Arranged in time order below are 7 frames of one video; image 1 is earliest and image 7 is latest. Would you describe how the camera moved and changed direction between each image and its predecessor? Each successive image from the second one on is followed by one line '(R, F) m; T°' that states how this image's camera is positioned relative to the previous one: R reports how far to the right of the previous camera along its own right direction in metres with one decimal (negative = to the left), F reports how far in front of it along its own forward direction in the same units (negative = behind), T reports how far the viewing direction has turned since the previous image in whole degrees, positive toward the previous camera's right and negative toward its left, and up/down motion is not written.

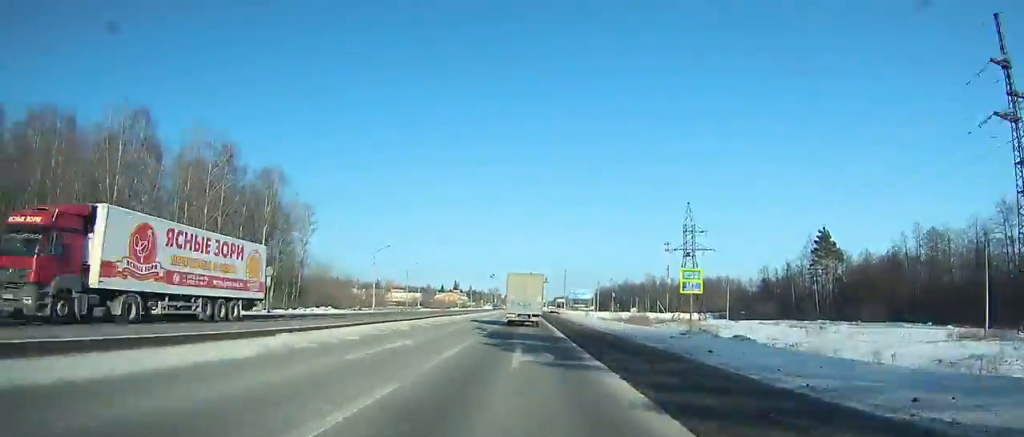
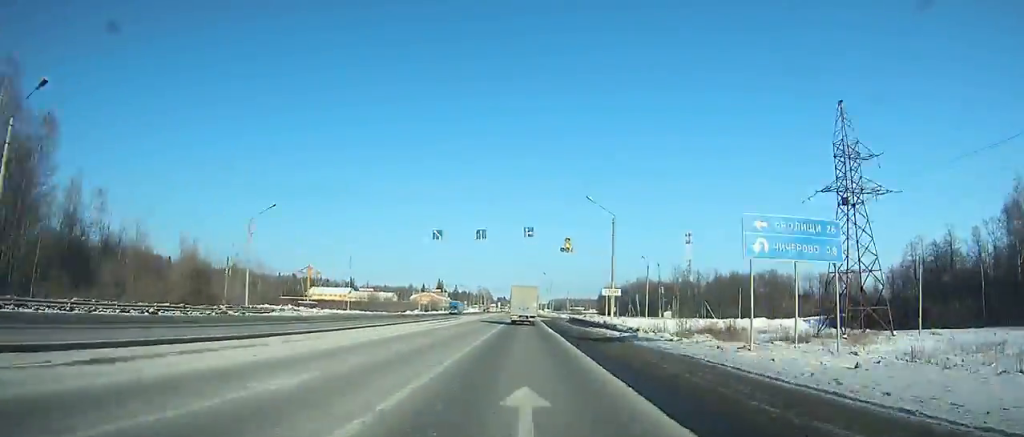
(+0.2, +69.3) m; 0°
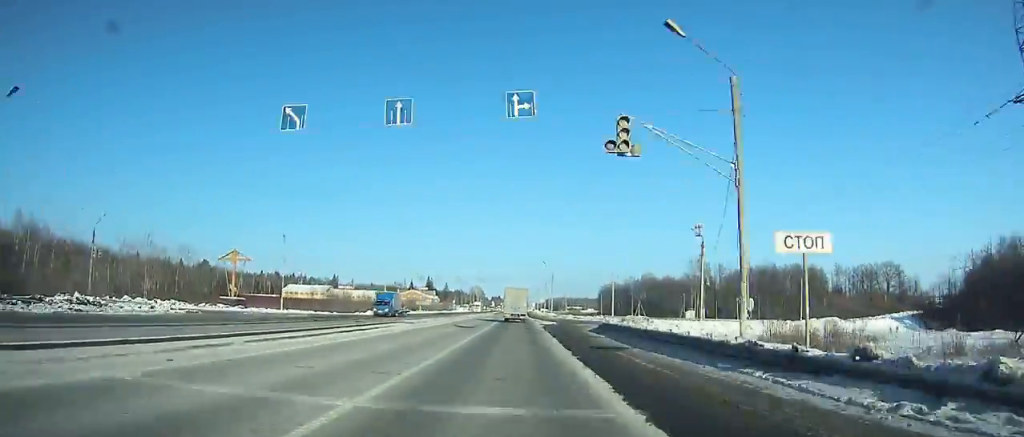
(0.0, +31.1) m; 0°
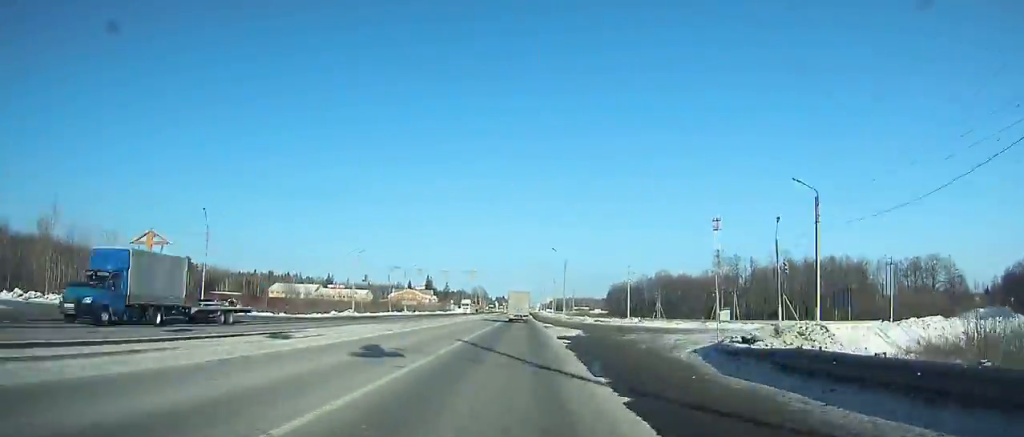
(0.0, +24.9) m; 0°
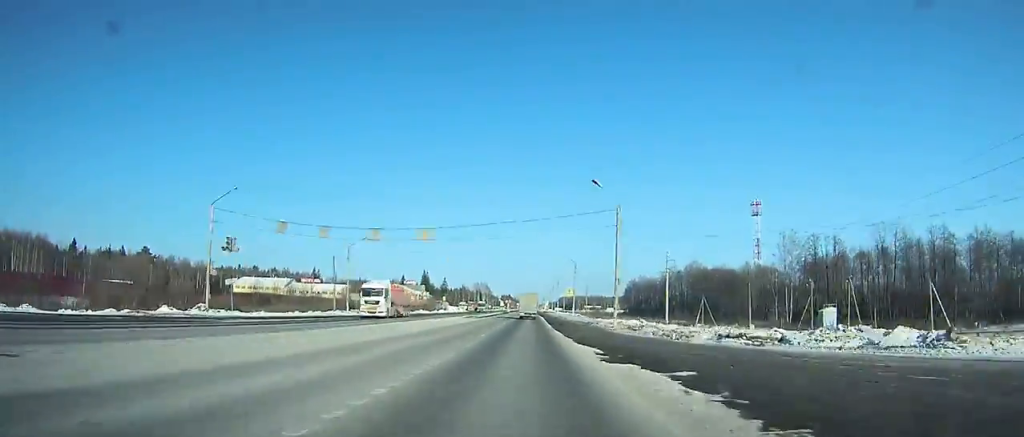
(0.0, +46.1) m; 0°
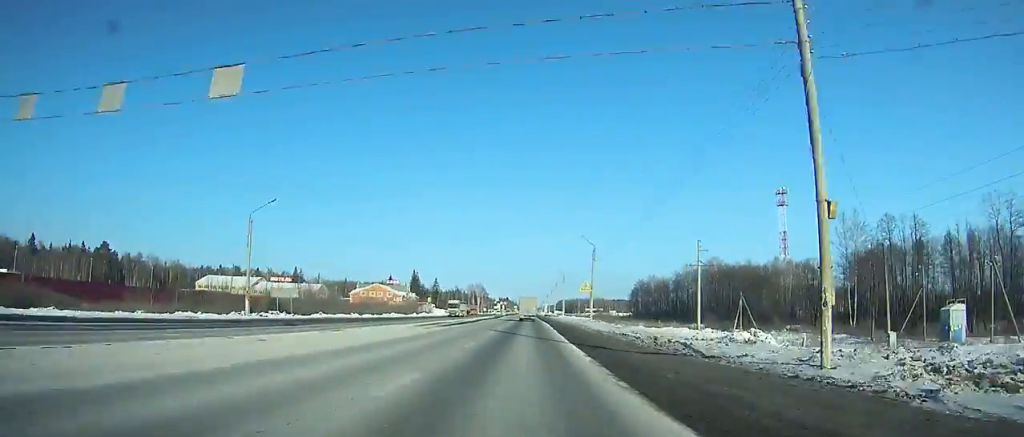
(0.0, +29.5) m; 0°
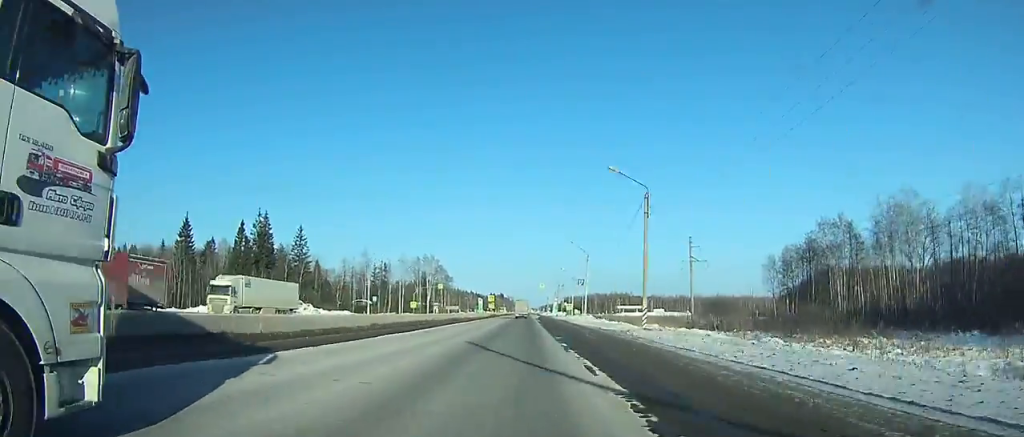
(-0.4, +207.4) m; -1°
